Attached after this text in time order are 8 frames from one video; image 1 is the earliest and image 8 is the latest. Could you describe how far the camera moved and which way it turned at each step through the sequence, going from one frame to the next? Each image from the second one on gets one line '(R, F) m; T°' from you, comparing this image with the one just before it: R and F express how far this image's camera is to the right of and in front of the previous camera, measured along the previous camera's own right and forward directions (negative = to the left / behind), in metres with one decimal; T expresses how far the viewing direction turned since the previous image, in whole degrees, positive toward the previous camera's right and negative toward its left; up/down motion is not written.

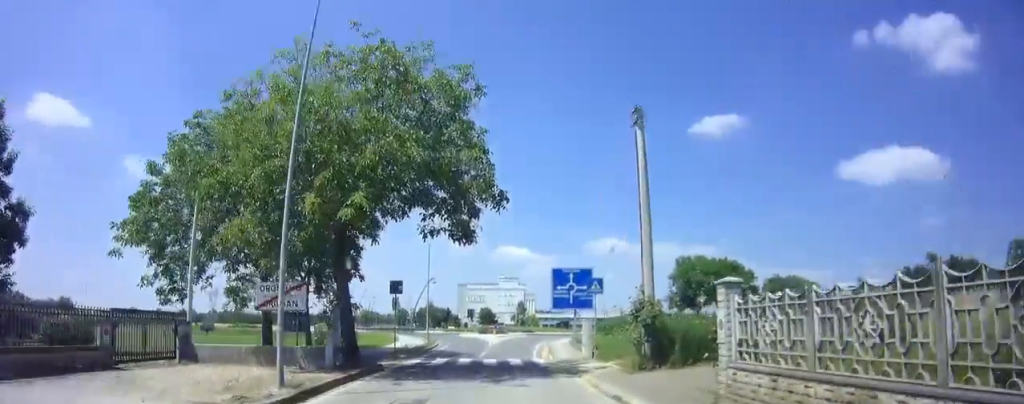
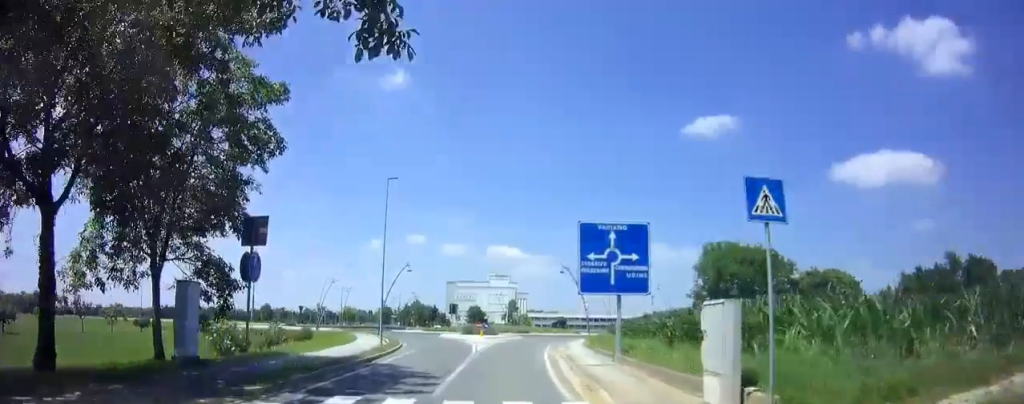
(+0.2, +13.8) m; +1°
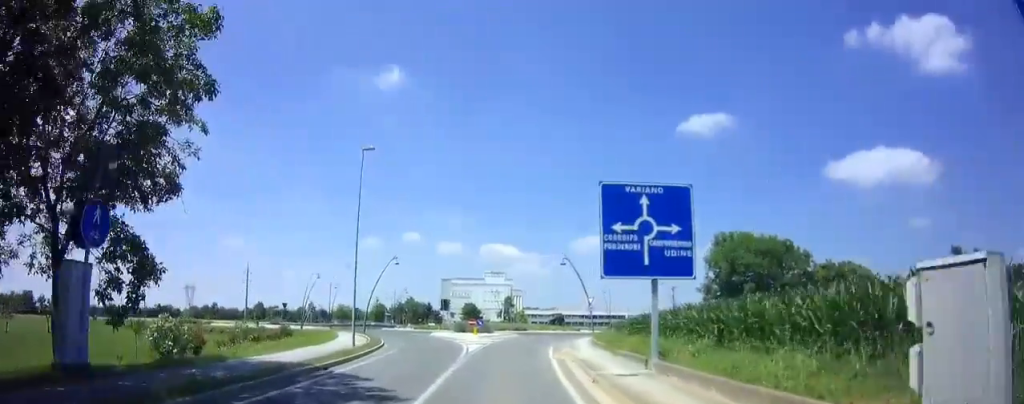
(0.0, +4.3) m; 0°
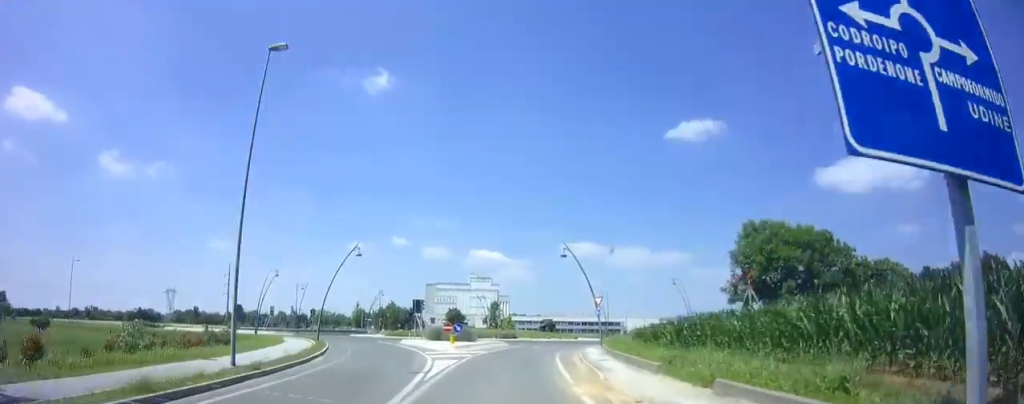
(+0.2, +10.5) m; +2°
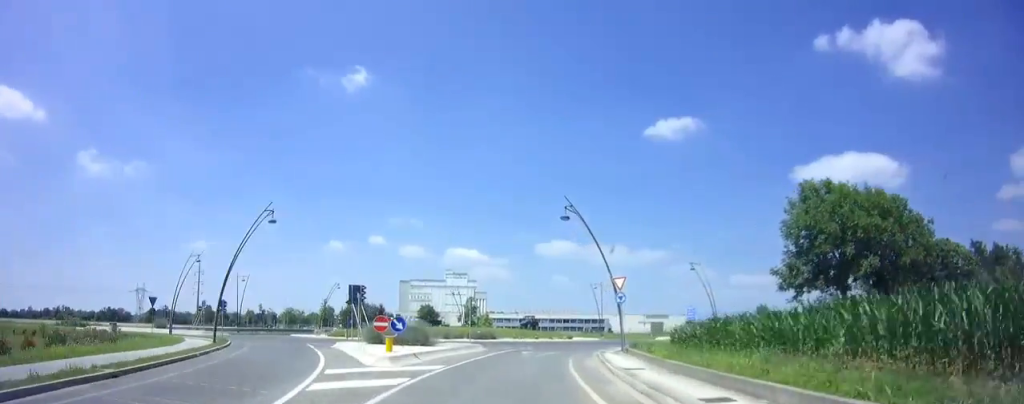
(+0.2, +13.2) m; +2°
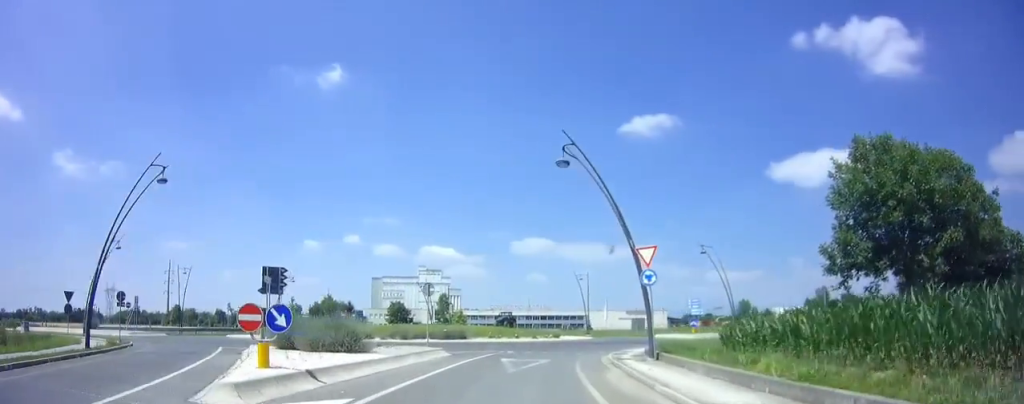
(+0.2, +8.7) m; +3°
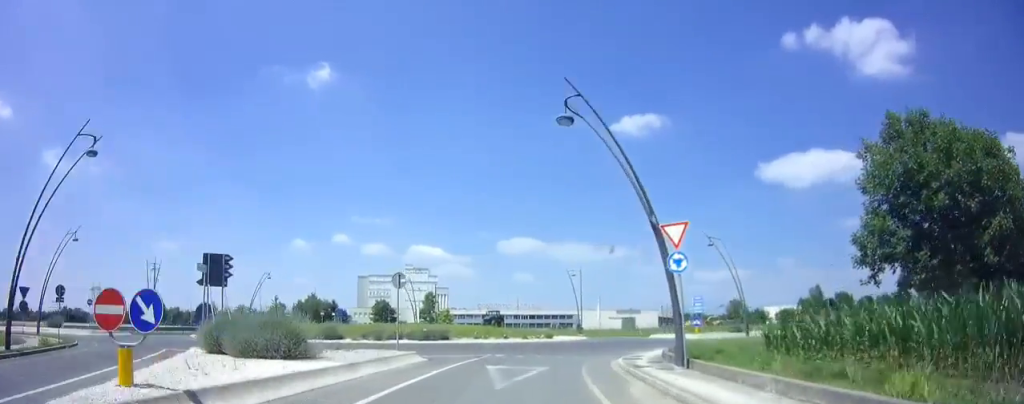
(+0.1, +4.4) m; +2°
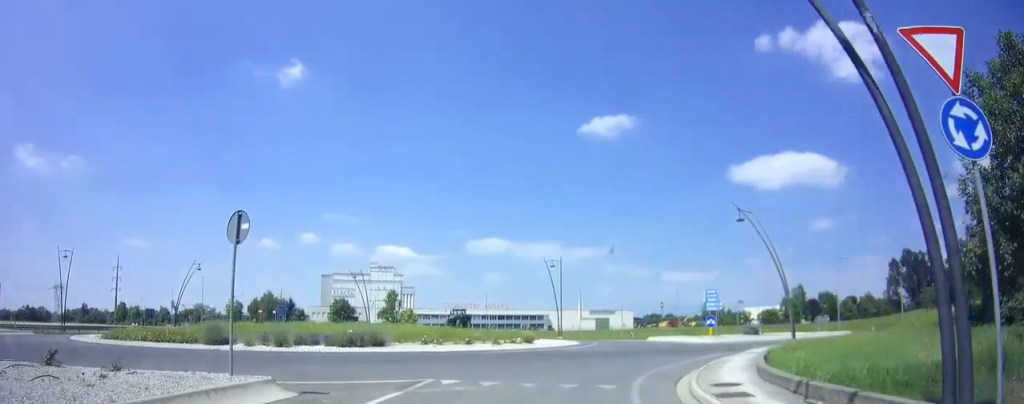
(+0.6, +10.6) m; +7°
